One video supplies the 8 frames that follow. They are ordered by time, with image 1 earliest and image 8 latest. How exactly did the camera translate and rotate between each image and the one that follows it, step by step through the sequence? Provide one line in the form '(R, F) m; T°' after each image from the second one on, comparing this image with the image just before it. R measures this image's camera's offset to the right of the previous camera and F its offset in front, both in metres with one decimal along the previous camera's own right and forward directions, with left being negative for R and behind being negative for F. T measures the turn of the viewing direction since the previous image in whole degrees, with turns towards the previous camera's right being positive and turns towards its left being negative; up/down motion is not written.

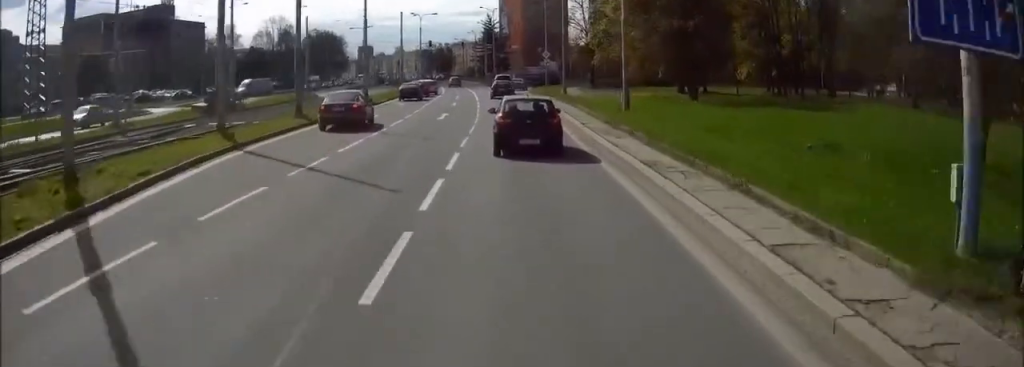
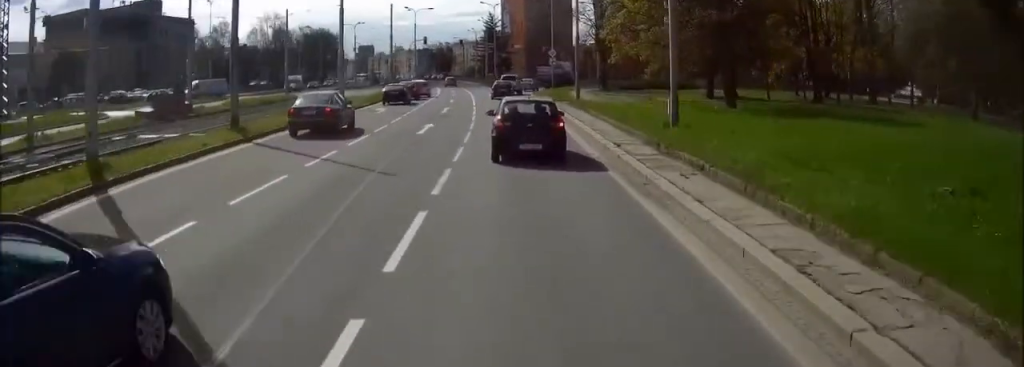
(-0.1, +8.1) m; -1°
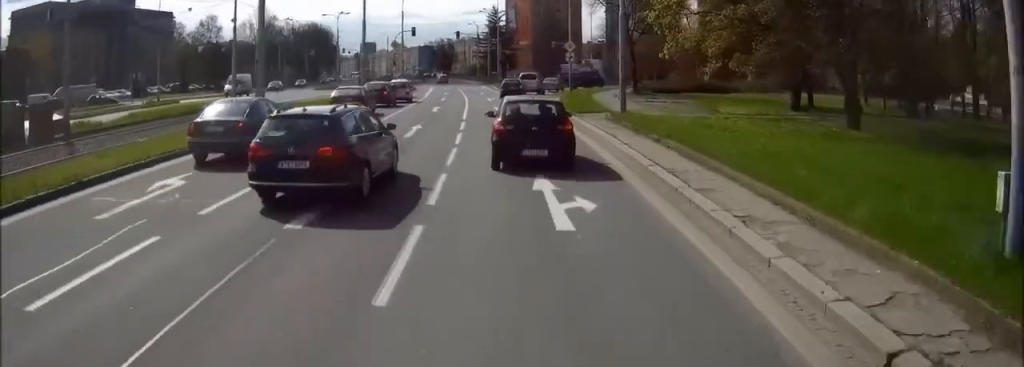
(-0.3, +14.0) m; -1°
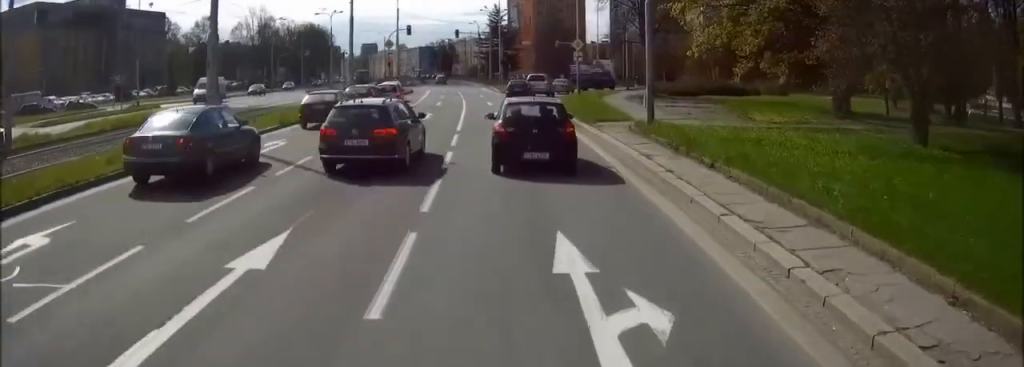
(0.0, +5.0) m; 0°
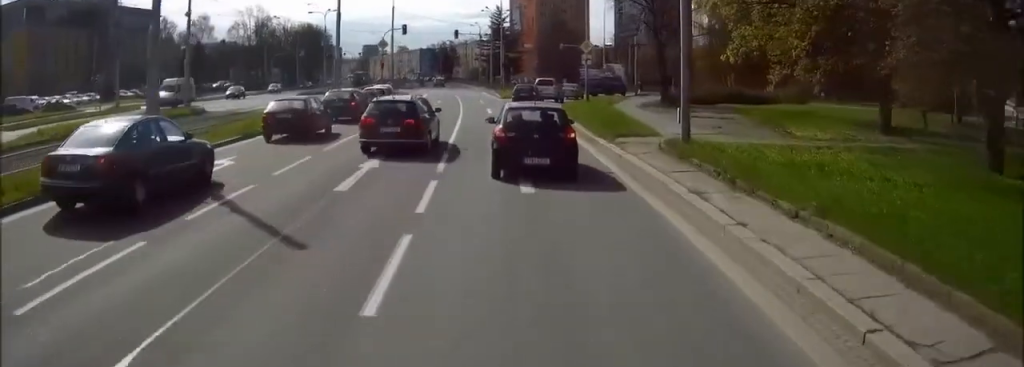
(0.0, +4.2) m; 0°
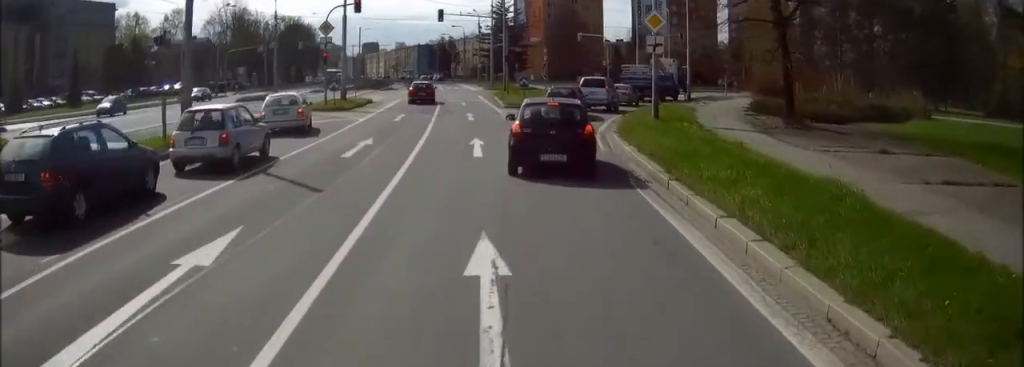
(-0.3, +21.1) m; -2°
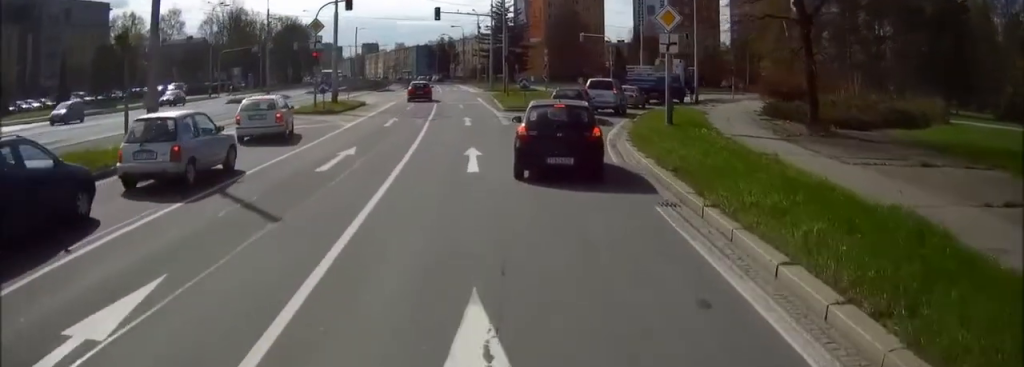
(0.0, +2.1) m; +1°
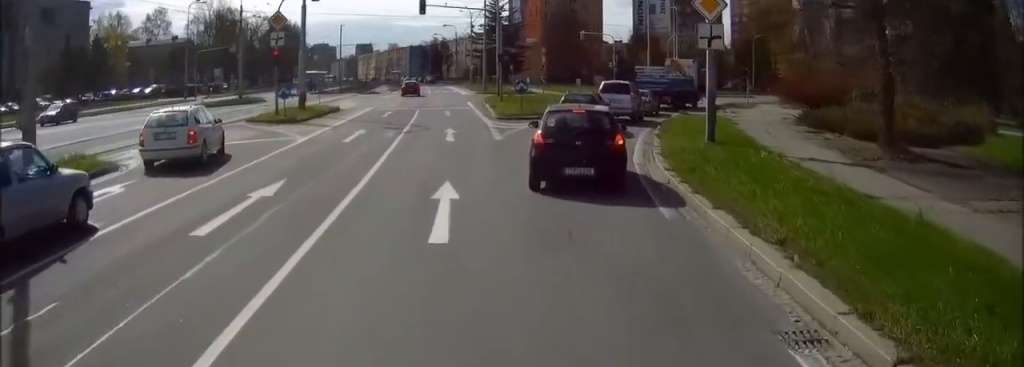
(+0.2, +5.7) m; +3°
